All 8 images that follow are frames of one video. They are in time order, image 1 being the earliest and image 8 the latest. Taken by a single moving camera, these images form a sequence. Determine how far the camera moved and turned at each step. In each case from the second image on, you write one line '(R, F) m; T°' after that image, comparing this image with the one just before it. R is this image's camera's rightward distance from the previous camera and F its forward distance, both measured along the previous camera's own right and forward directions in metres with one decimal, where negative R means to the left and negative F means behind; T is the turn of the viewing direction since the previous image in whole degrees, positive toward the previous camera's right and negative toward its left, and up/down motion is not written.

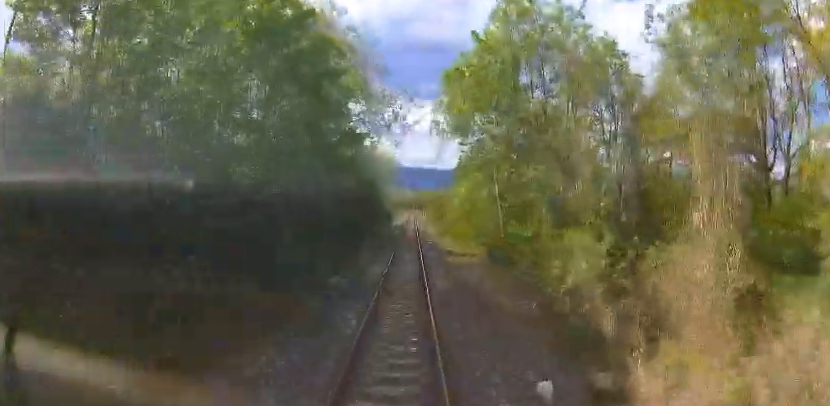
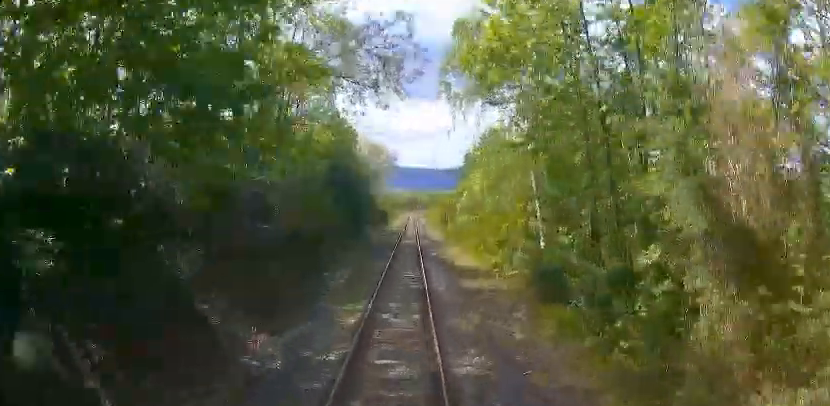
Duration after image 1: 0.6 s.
(0.0, +8.1) m; 0°
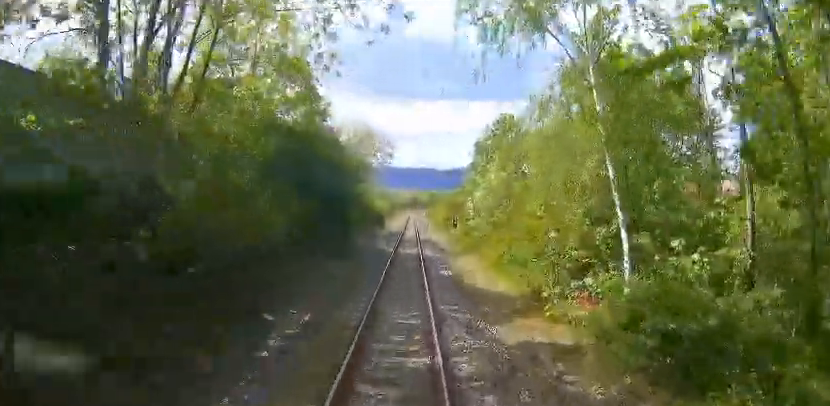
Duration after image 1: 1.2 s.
(0.0, +7.3) m; 0°
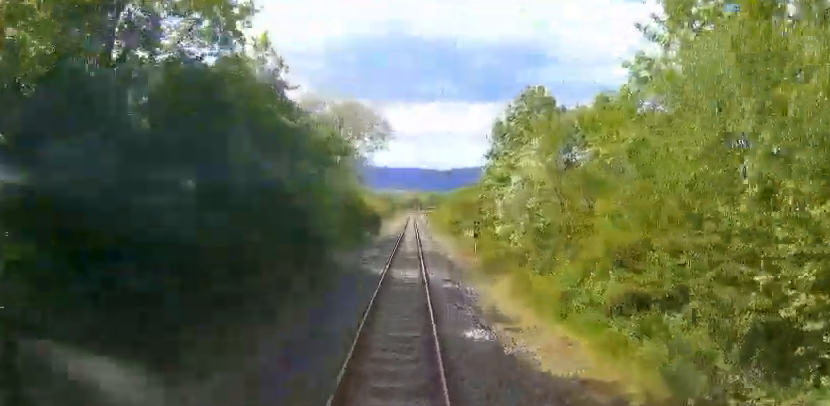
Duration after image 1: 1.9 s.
(0.0, +9.0) m; 0°
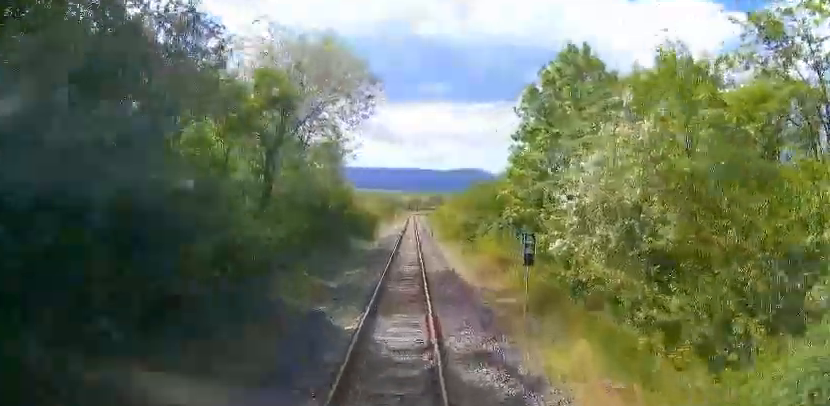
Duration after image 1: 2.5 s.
(0.0, +8.1) m; 0°
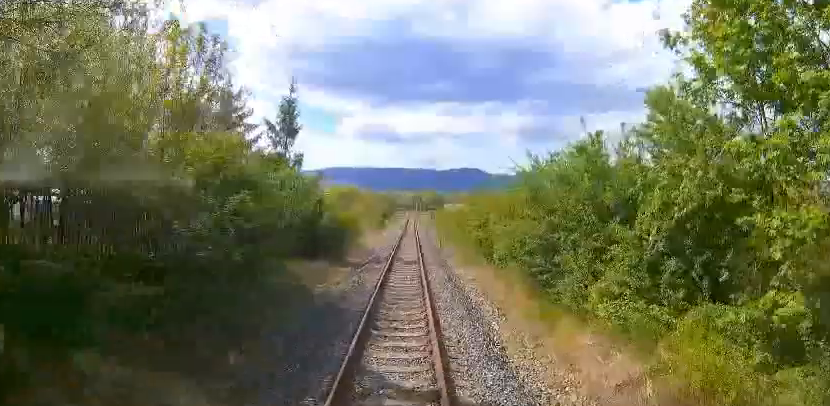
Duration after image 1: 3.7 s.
(0.0, +15.4) m; 0°
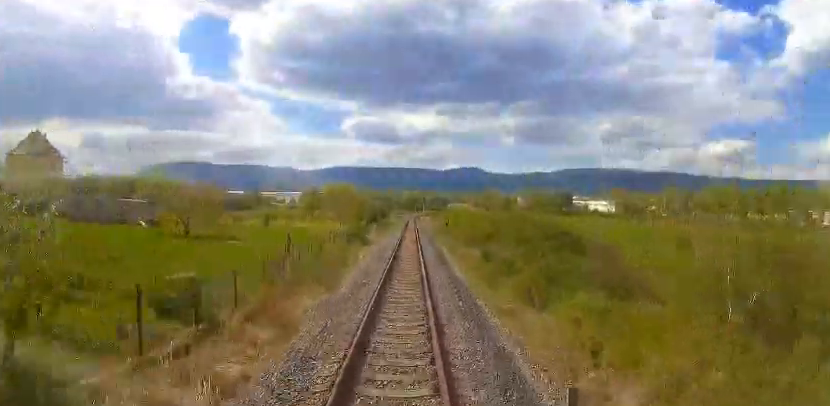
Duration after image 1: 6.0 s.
(+0.4, +29.4) m; 0°
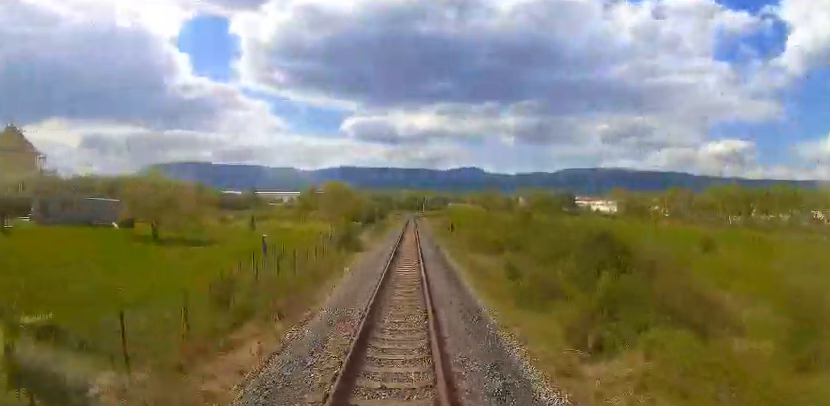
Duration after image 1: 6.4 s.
(-0.1, +5.7) m; -1°
